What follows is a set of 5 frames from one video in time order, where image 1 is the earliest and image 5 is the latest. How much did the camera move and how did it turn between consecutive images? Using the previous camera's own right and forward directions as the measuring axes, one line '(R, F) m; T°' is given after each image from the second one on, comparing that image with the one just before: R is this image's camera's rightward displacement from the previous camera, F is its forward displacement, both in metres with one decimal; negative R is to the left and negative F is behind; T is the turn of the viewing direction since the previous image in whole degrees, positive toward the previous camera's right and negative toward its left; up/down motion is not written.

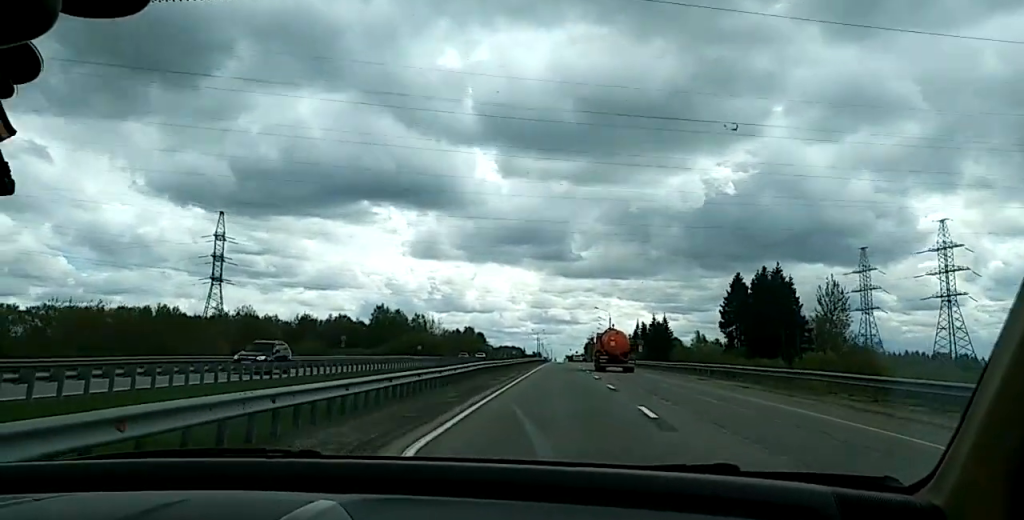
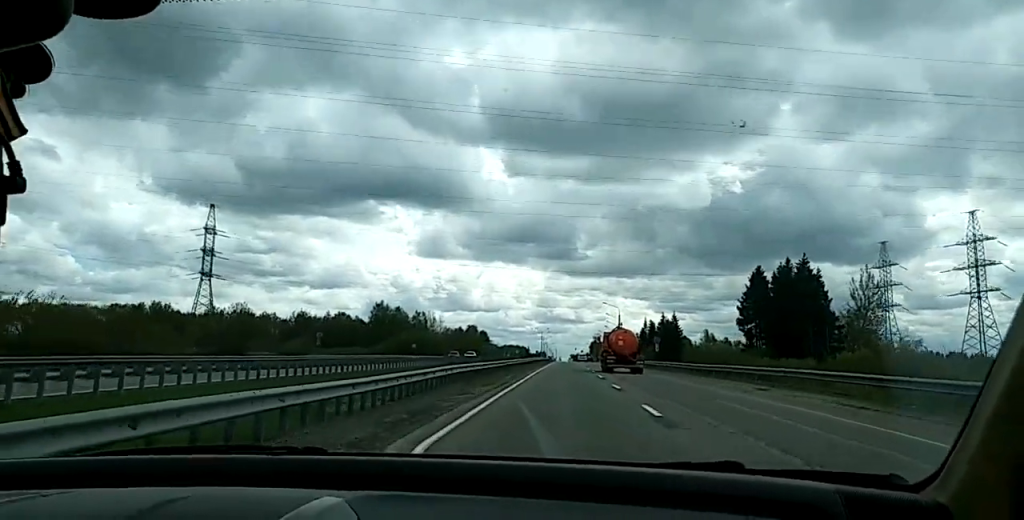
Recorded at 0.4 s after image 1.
(0.0, +13.3) m; 0°
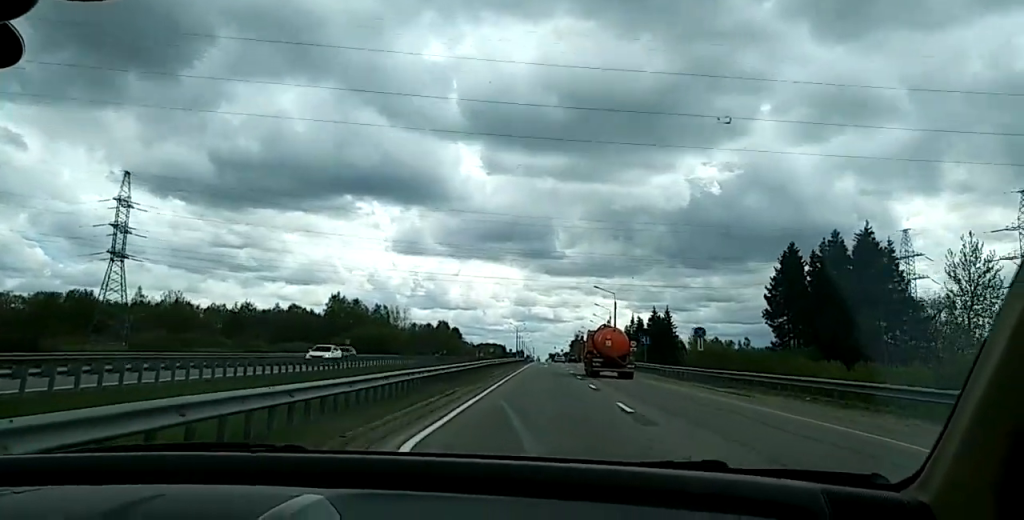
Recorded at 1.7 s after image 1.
(0.0, +33.9) m; 0°
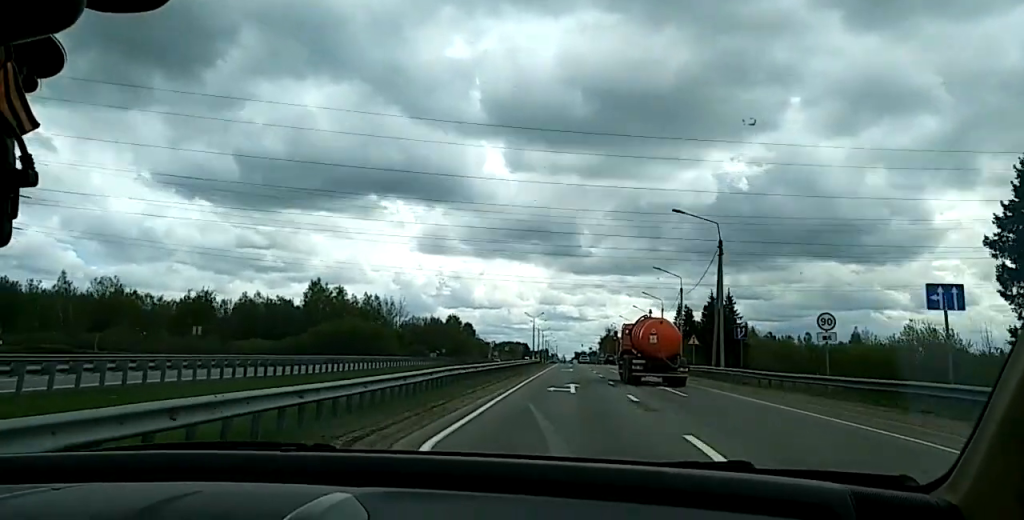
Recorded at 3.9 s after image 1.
(-0.4, +50.6) m; 0°
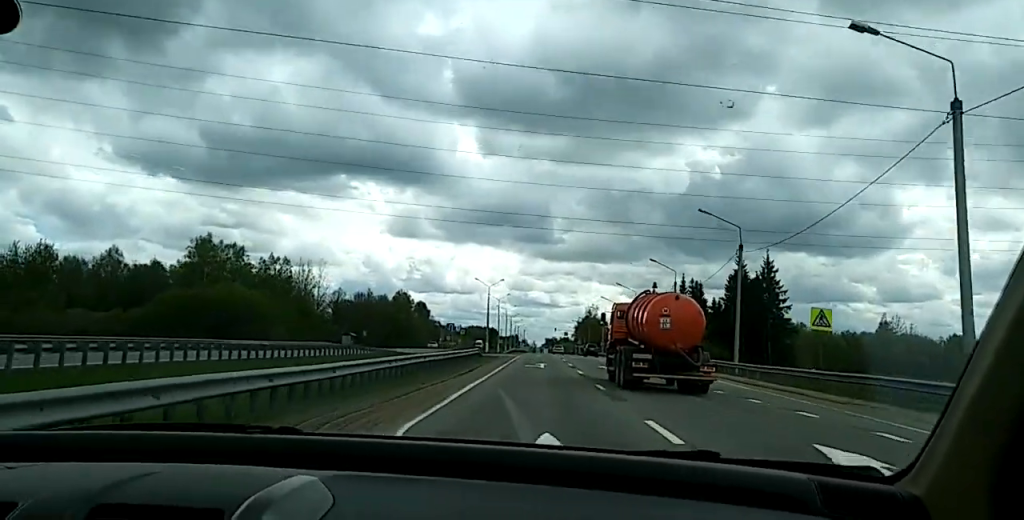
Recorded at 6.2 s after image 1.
(+0.3, +57.6) m; 0°
